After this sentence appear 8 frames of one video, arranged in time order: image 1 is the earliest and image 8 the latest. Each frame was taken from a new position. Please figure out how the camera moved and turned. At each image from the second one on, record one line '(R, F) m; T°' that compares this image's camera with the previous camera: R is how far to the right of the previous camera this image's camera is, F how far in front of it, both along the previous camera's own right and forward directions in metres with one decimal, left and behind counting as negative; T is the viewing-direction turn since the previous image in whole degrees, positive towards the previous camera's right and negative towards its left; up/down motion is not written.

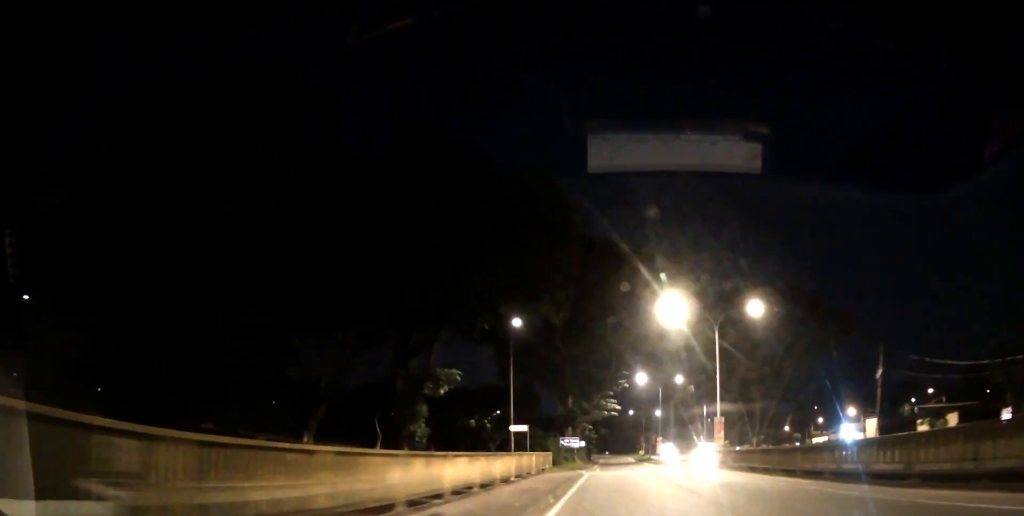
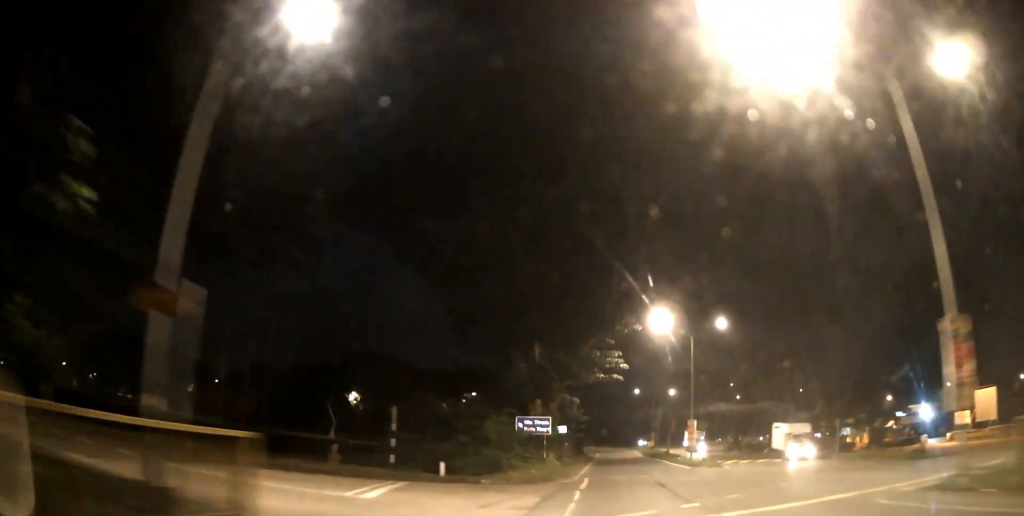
(-0.2, +30.0) m; -1°
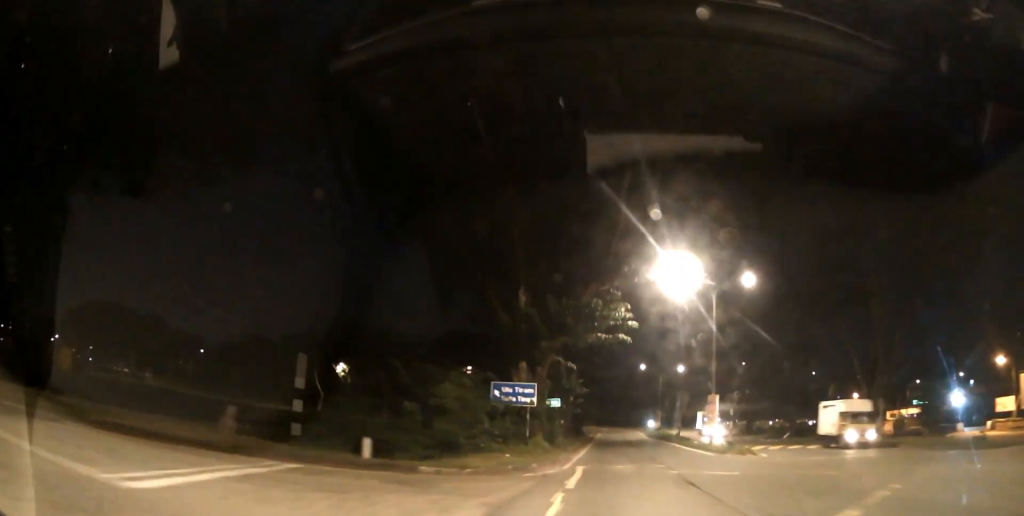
(0.0, +8.5) m; 0°
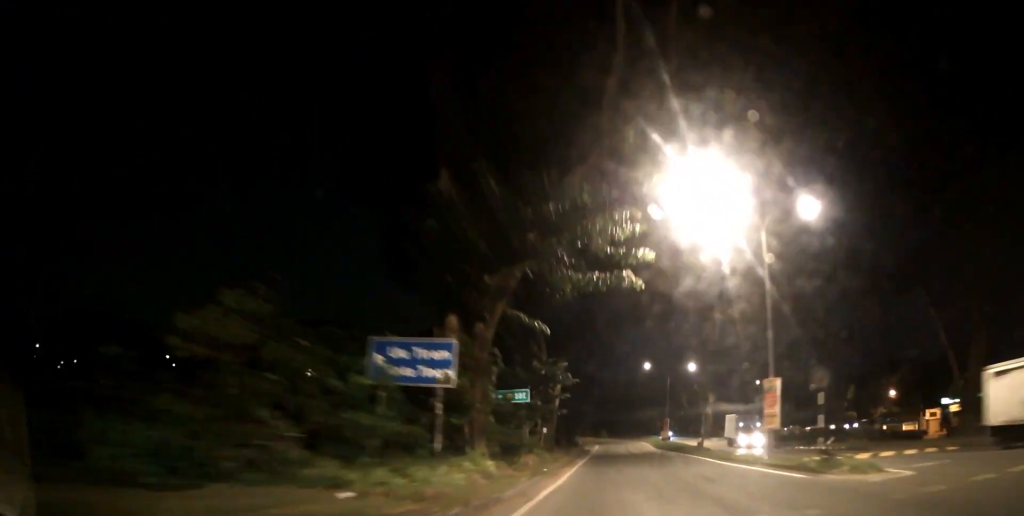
(0.0, +13.0) m; 0°
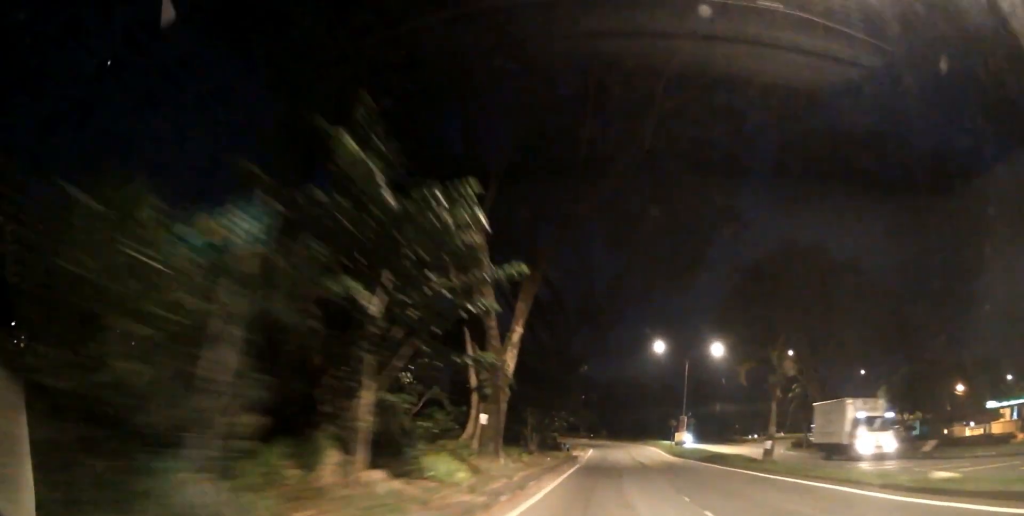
(-0.1, +15.2) m; 0°
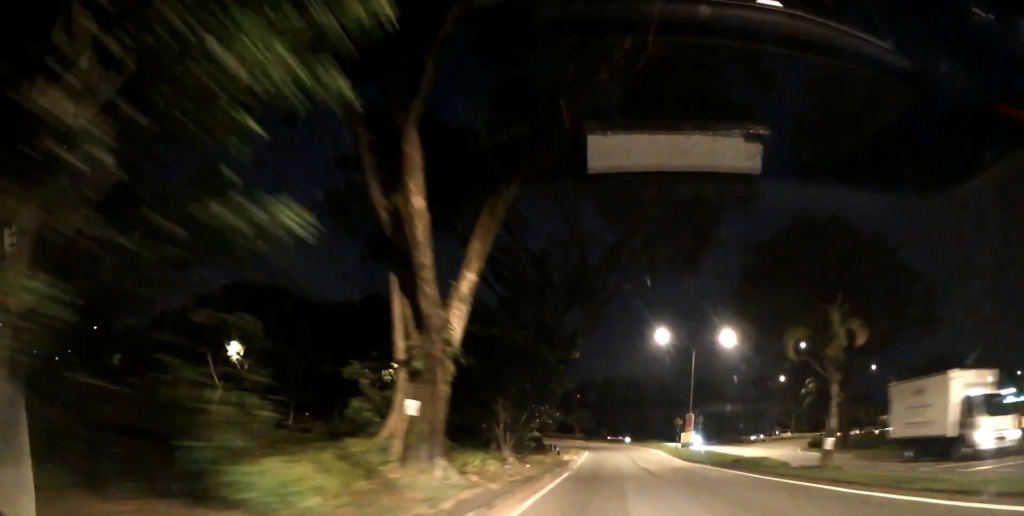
(0.0, +5.6) m; 0°
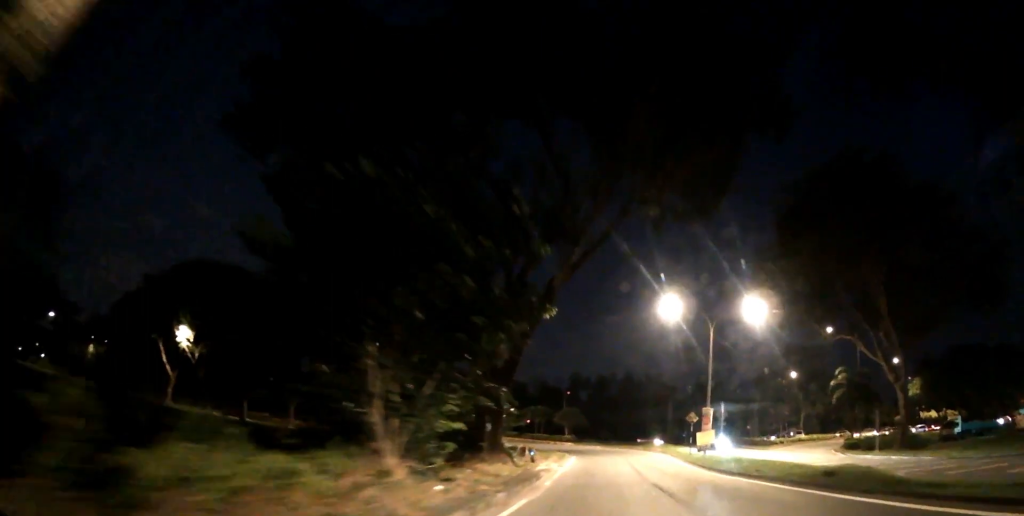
(0.0, +9.2) m; 0°
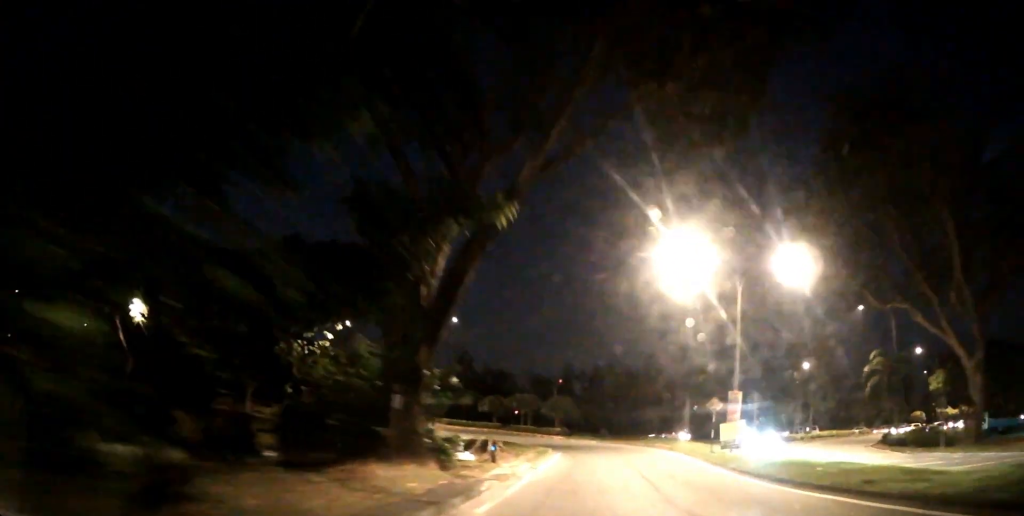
(0.0, +8.0) m; 0°
